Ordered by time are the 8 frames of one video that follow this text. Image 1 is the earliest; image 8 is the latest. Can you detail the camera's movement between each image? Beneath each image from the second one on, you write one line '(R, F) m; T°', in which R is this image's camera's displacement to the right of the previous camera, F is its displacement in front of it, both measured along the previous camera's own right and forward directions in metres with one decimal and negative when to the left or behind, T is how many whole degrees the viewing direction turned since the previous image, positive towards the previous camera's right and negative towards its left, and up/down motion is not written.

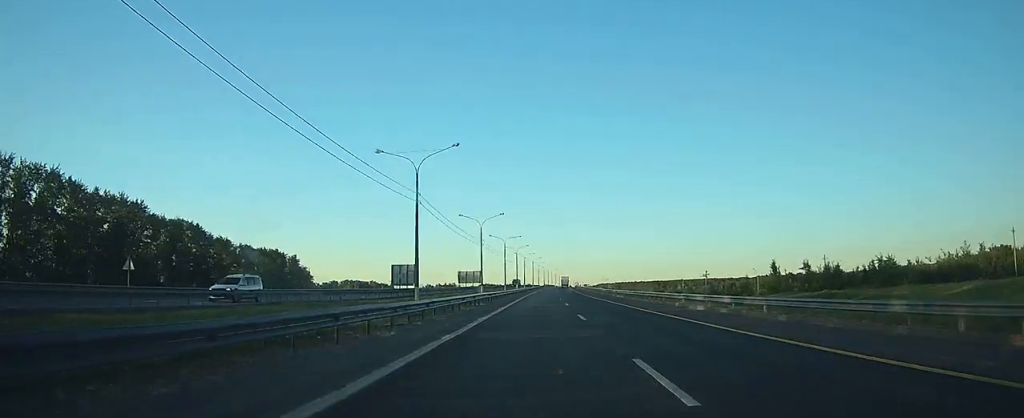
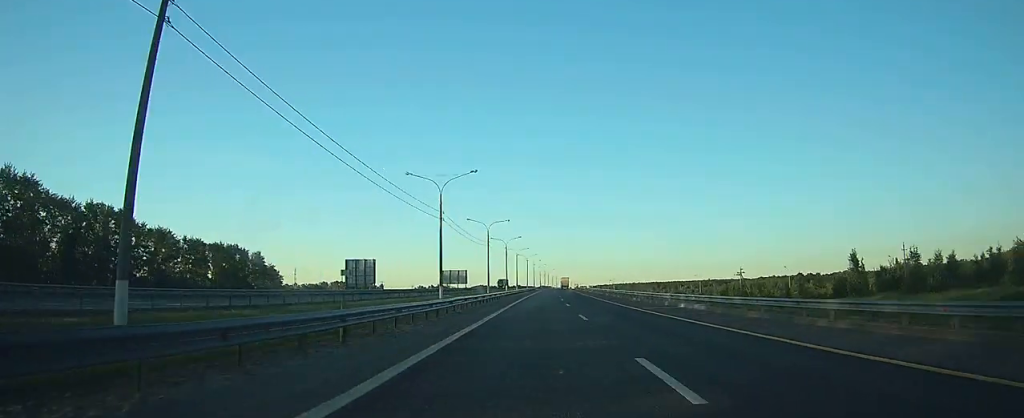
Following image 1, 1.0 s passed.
(0.0, +31.8) m; 0°
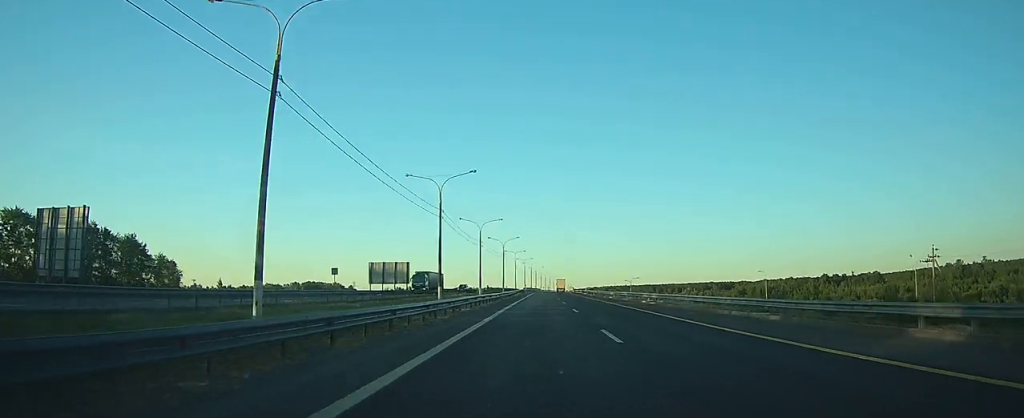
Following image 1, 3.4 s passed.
(+0.7, +72.6) m; +1°
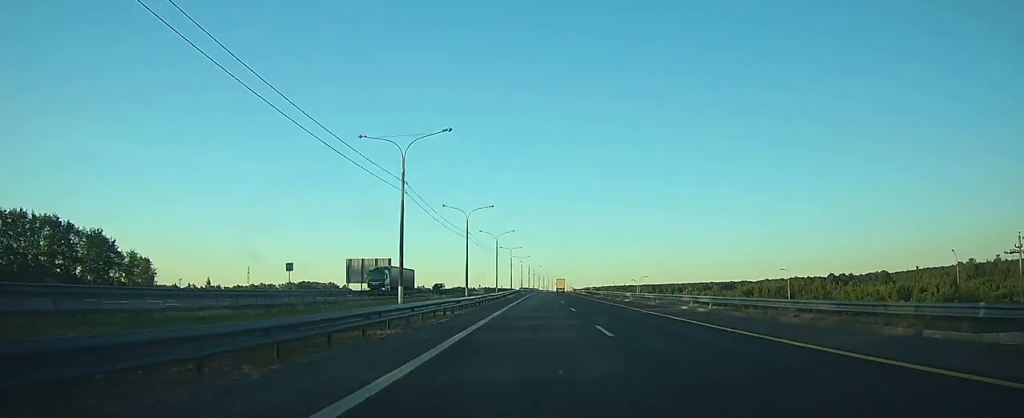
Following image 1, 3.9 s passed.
(0.0, +14.3) m; 0°
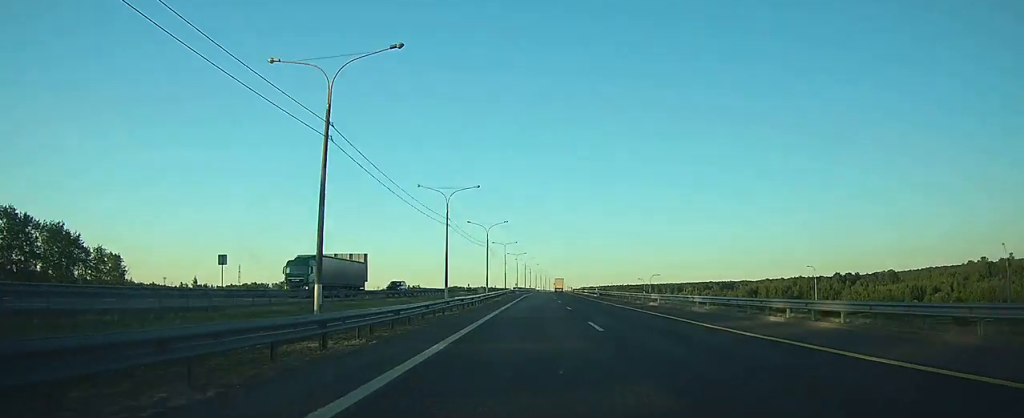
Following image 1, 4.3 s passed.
(+0.1, +14.2) m; 0°
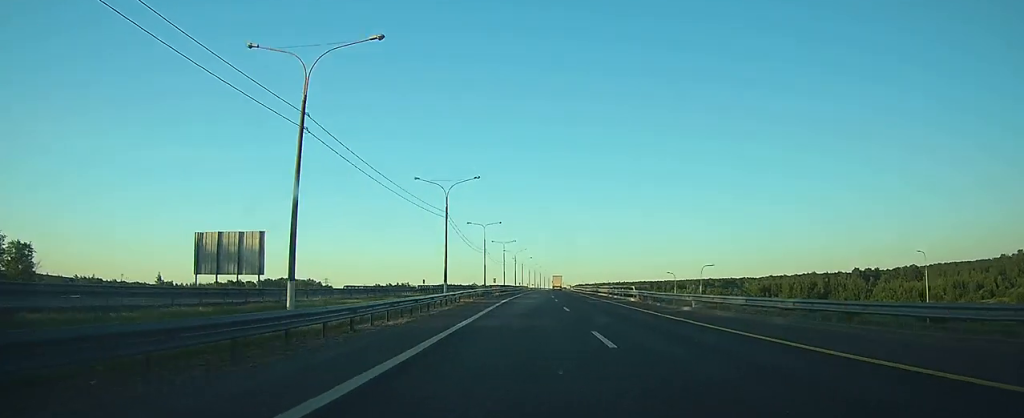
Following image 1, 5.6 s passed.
(+0.2, +37.1) m; +1°
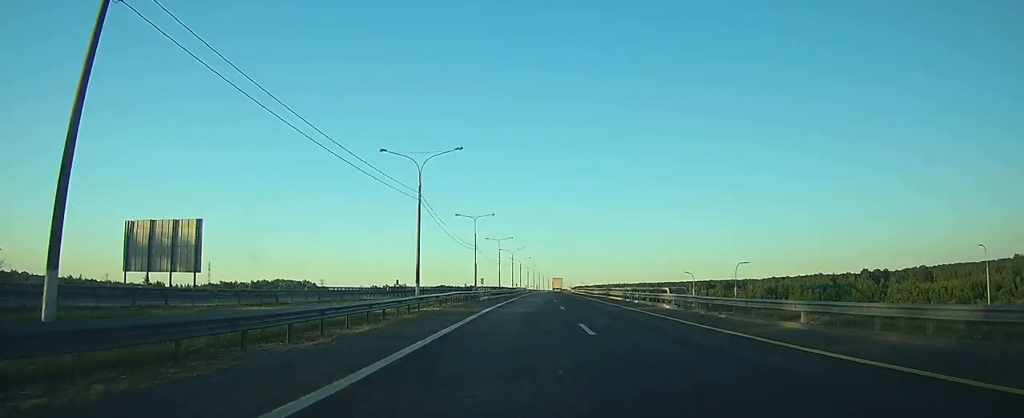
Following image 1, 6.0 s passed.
(0.0, +12.9) m; 0°
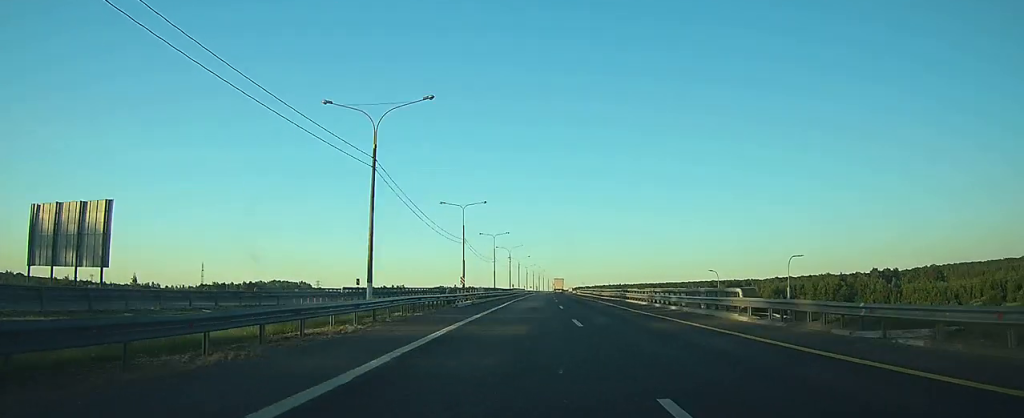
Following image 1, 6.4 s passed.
(0.0, +12.8) m; 0°
